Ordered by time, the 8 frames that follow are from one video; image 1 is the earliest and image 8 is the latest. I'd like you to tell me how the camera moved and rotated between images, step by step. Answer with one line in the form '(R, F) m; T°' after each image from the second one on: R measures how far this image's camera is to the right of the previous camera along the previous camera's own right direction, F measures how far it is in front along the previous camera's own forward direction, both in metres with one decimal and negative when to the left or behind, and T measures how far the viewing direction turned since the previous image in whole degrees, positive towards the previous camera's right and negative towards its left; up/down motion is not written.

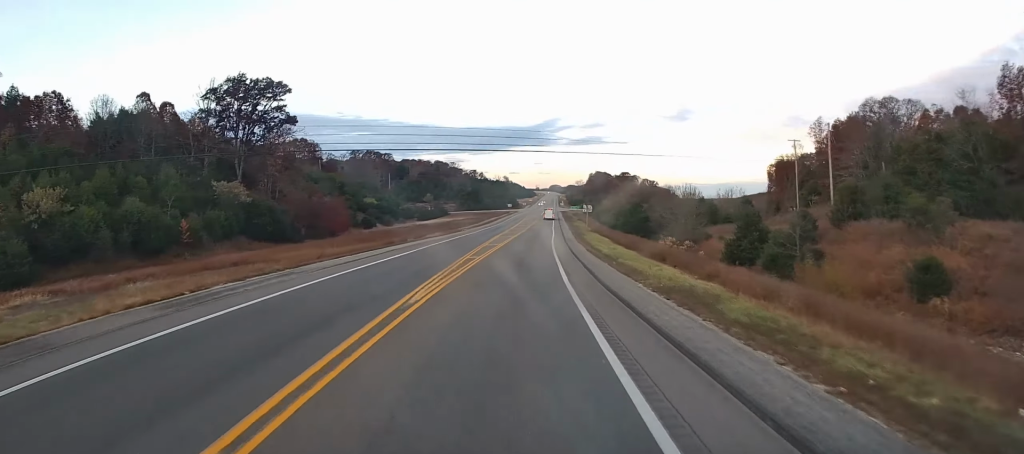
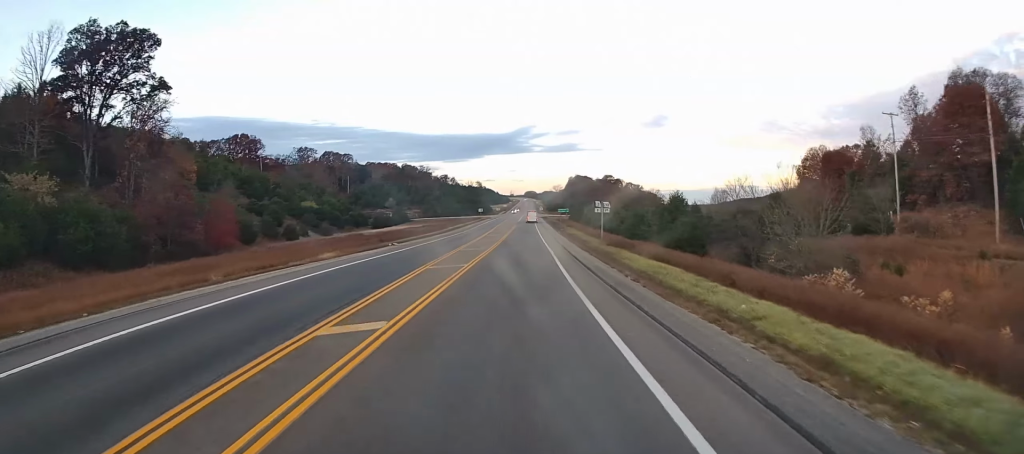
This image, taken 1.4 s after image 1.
(+0.7, +36.9) m; +2°
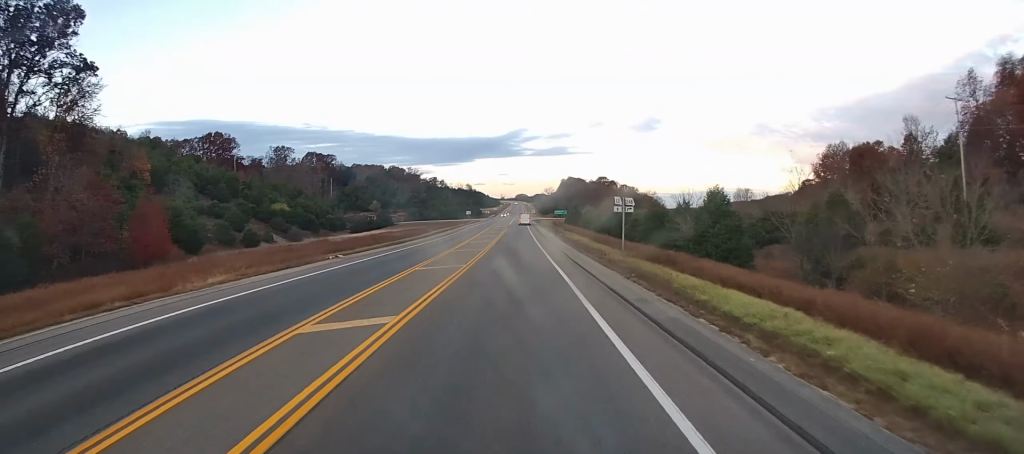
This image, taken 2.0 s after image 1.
(+0.1, +14.6) m; +1°
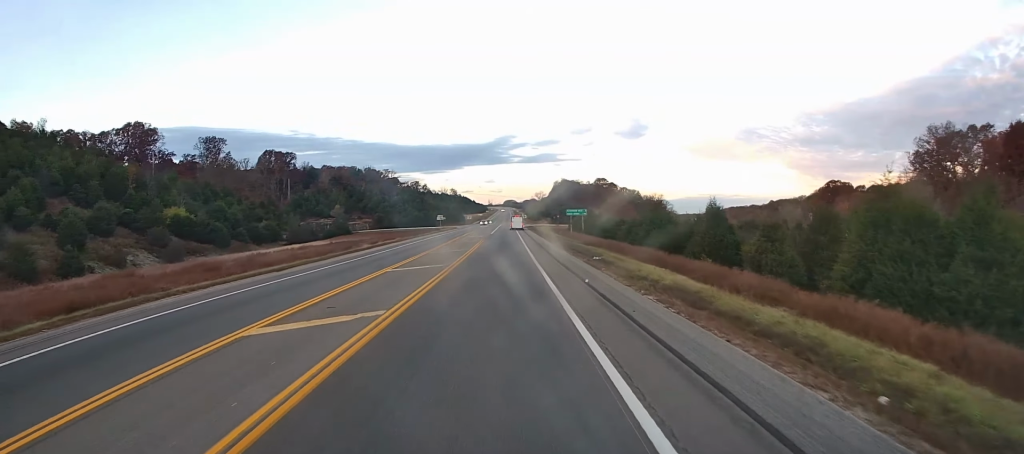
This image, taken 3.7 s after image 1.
(+0.9, +44.6) m; +2°
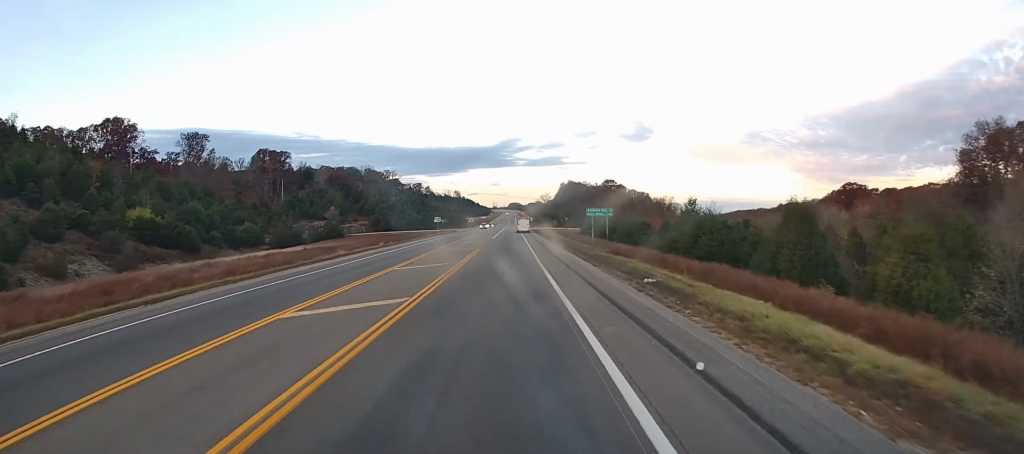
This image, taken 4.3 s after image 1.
(0.0, +12.9) m; -1°
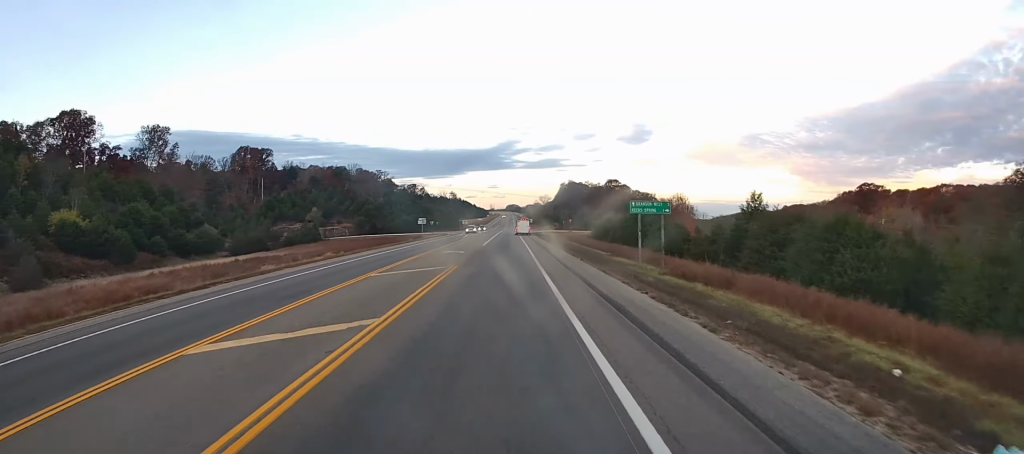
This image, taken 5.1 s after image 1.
(-0.1, +18.8) m; 0°
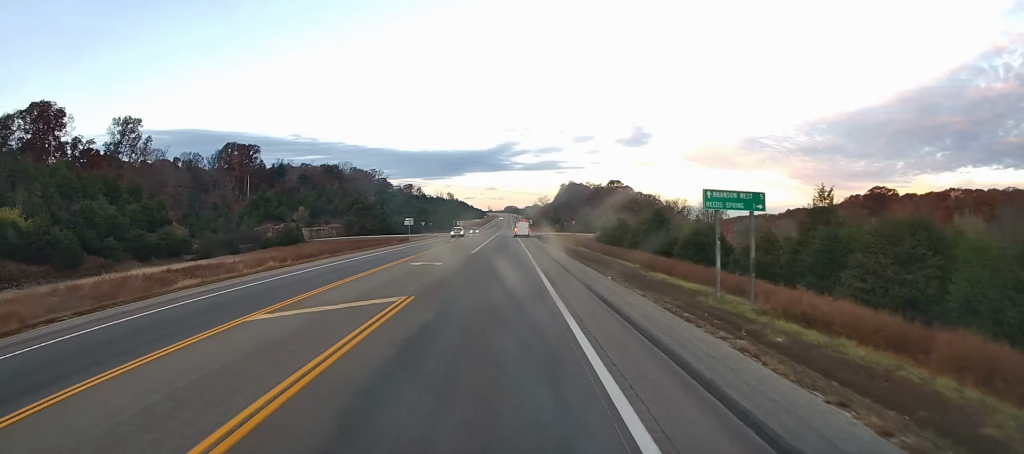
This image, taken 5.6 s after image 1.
(-0.2, +12.3) m; +1°
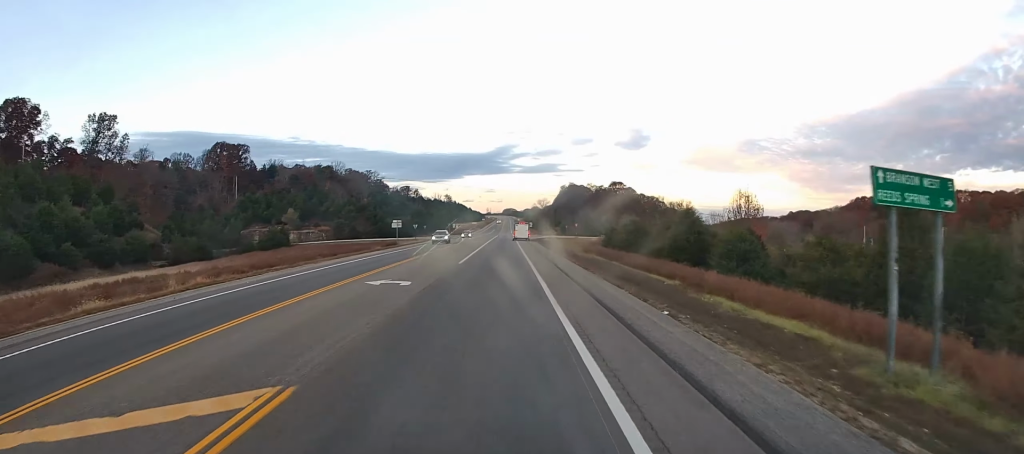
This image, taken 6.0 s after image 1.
(+0.3, +9.2) m; +1°
